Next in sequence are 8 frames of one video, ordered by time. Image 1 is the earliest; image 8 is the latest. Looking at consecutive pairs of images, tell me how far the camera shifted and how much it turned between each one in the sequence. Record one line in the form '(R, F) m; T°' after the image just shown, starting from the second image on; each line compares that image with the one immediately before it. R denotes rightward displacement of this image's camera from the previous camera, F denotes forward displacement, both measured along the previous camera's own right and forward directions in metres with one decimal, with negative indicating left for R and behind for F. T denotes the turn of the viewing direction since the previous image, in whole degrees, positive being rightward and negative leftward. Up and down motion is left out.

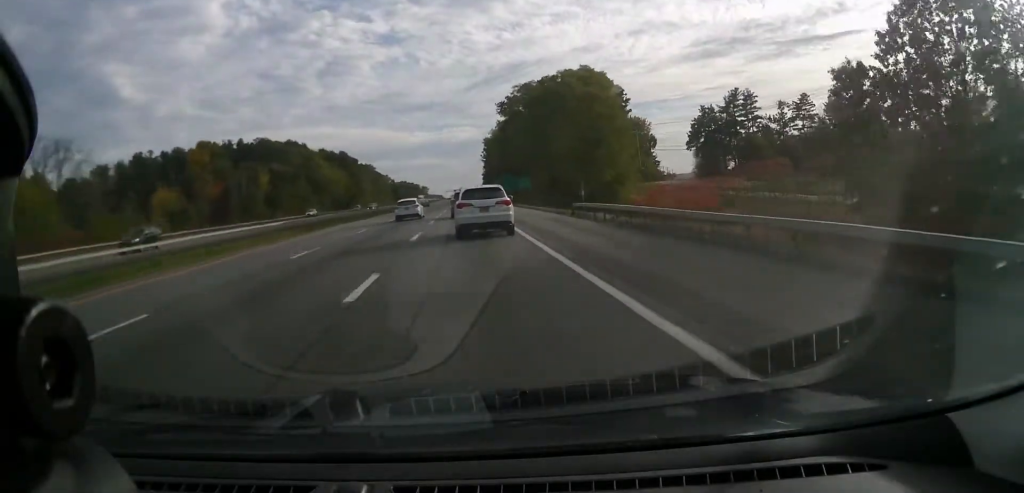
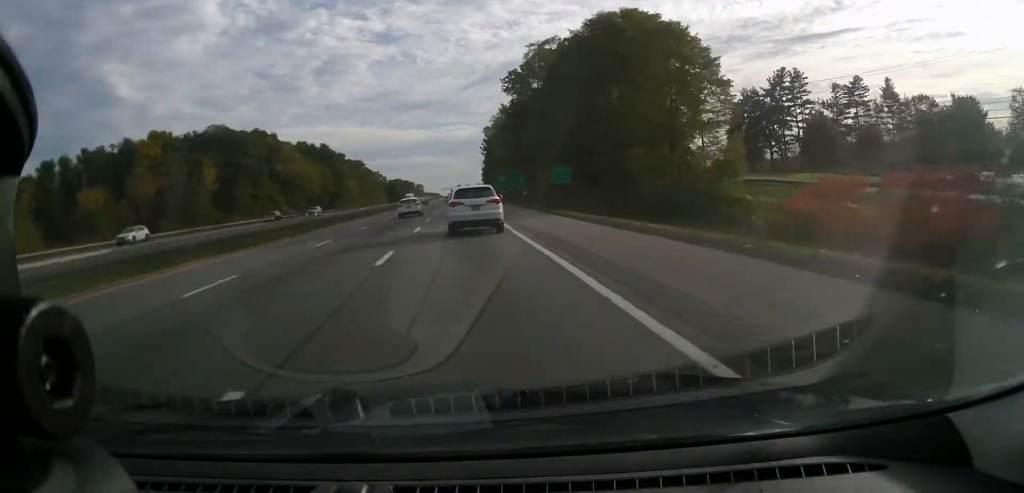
(+0.1, +31.1) m; +1°
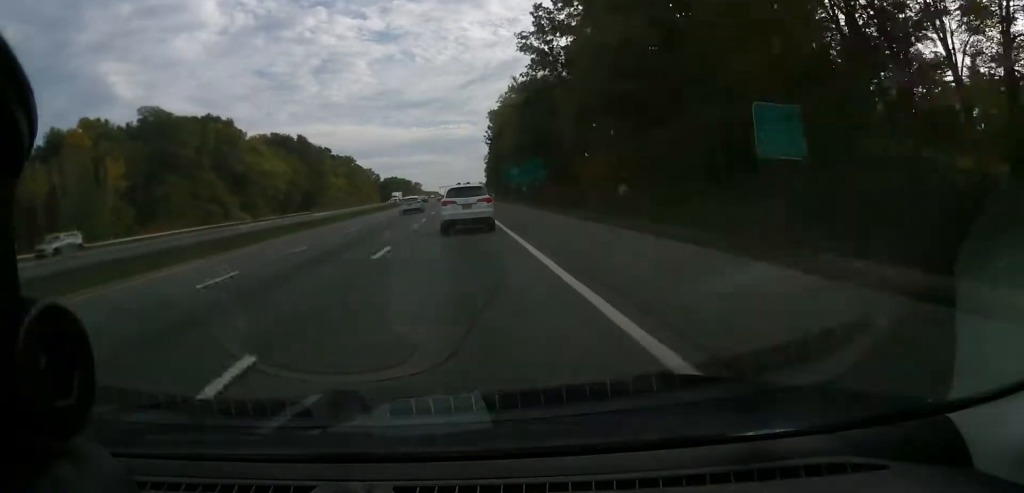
(+0.4, +35.1) m; 0°
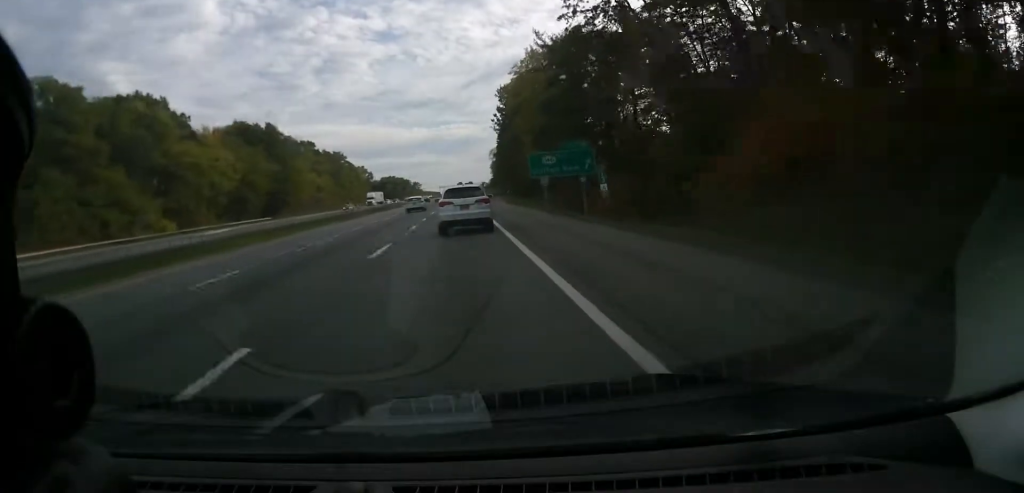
(-0.3, +36.2) m; -1°
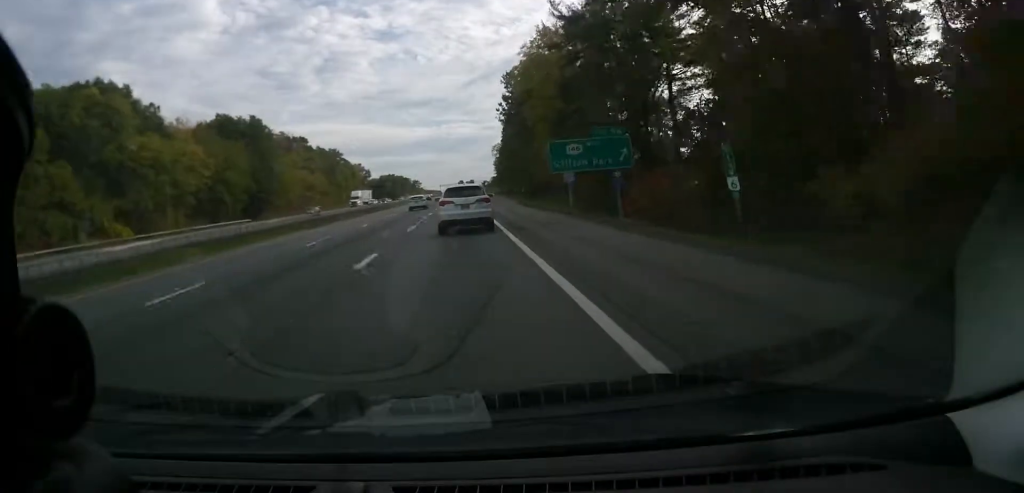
(0.0, +14.6) m; 0°
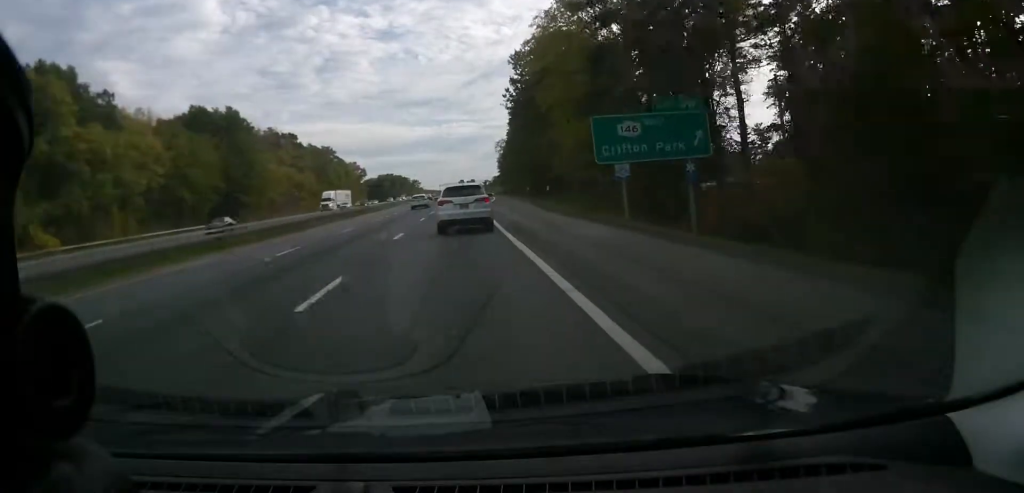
(0.0, +17.2) m; 0°
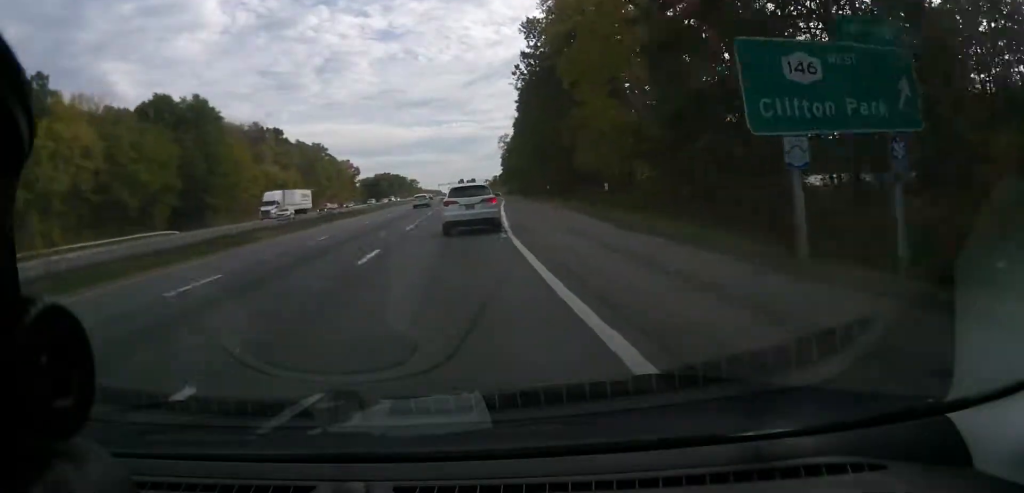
(-0.1, +19.0) m; 0°
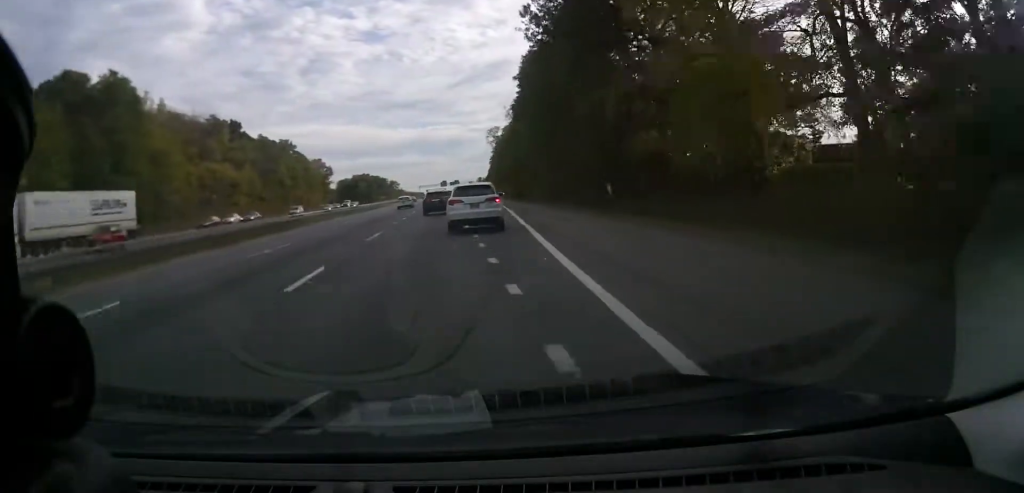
(+0.2, +29.0) m; +1°
